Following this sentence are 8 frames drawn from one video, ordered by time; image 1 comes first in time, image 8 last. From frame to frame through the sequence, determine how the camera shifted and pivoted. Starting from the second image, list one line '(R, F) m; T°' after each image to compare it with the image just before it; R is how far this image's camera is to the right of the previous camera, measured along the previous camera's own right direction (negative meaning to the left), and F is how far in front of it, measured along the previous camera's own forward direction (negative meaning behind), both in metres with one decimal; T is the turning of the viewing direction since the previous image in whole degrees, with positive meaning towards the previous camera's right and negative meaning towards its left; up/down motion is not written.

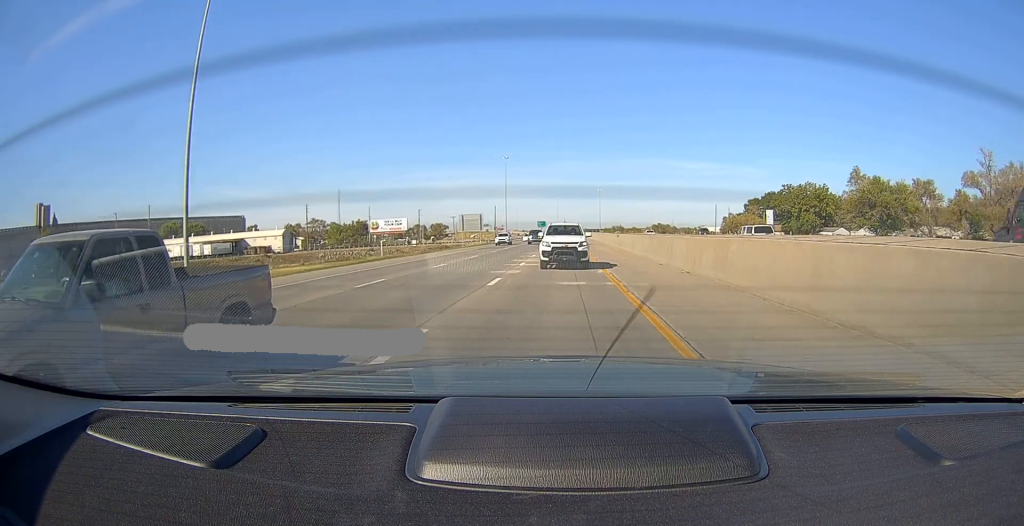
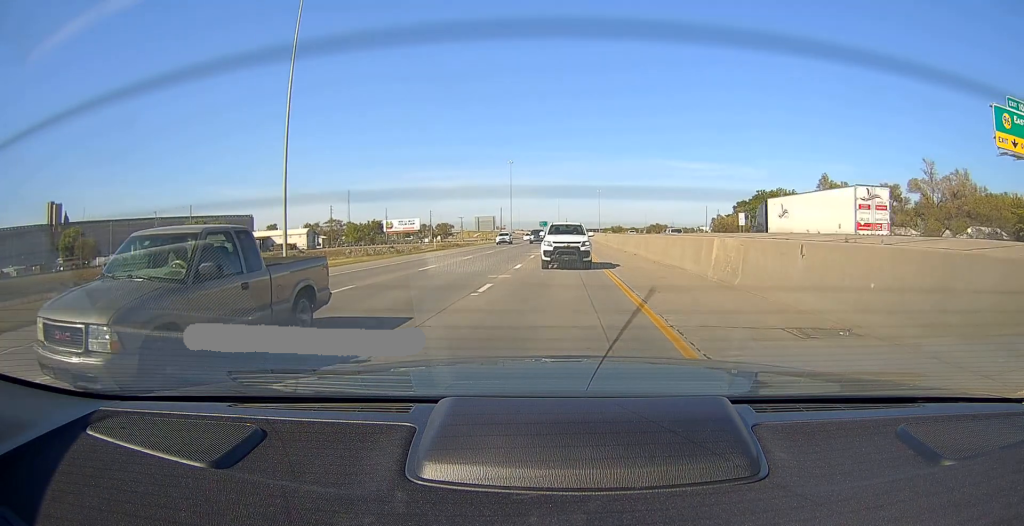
(0.0, +17.4) m; 0°
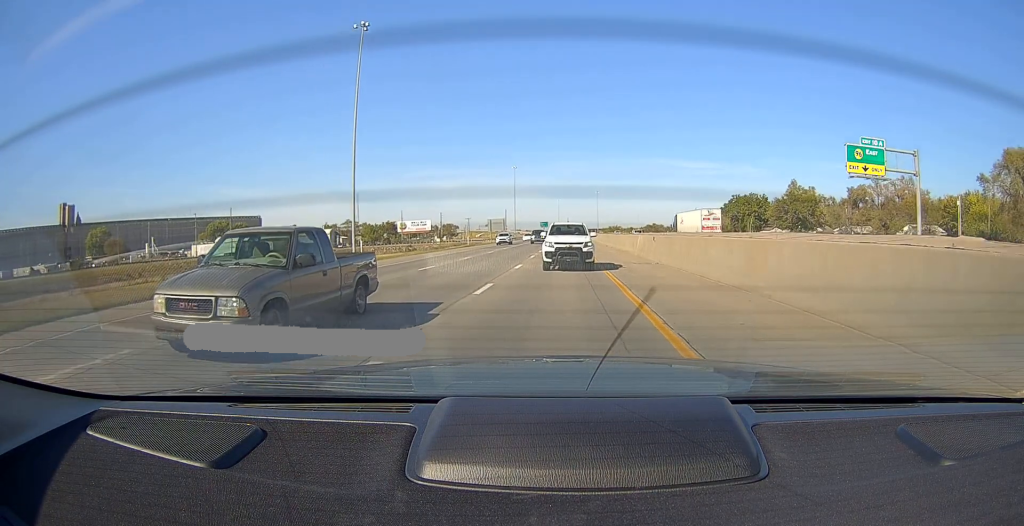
(0.0, +20.4) m; 0°
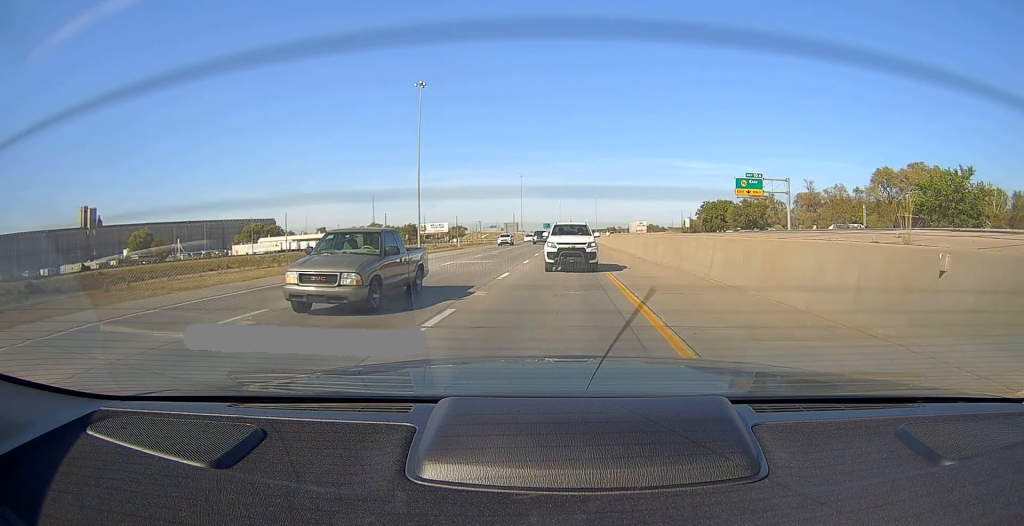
(0.0, +34.7) m; 0°
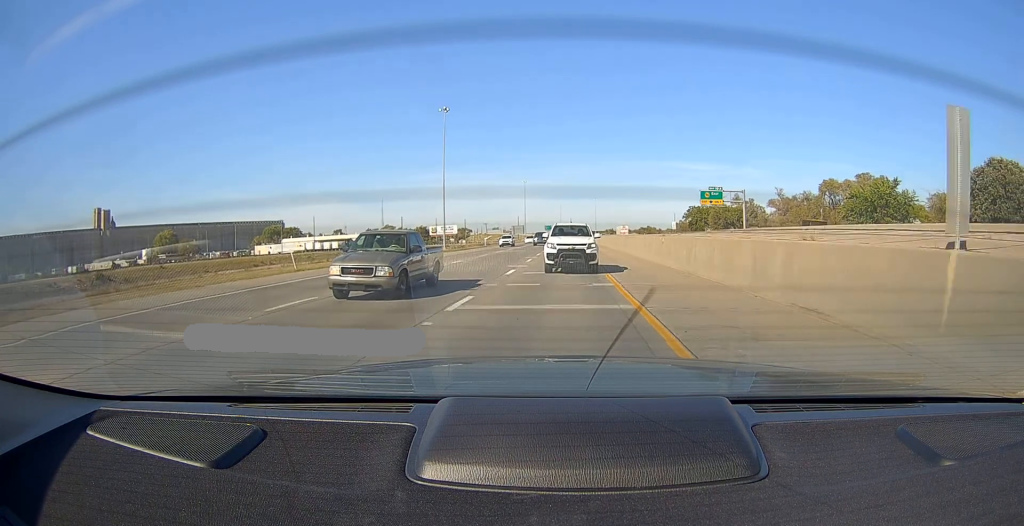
(0.0, +22.5) m; 0°
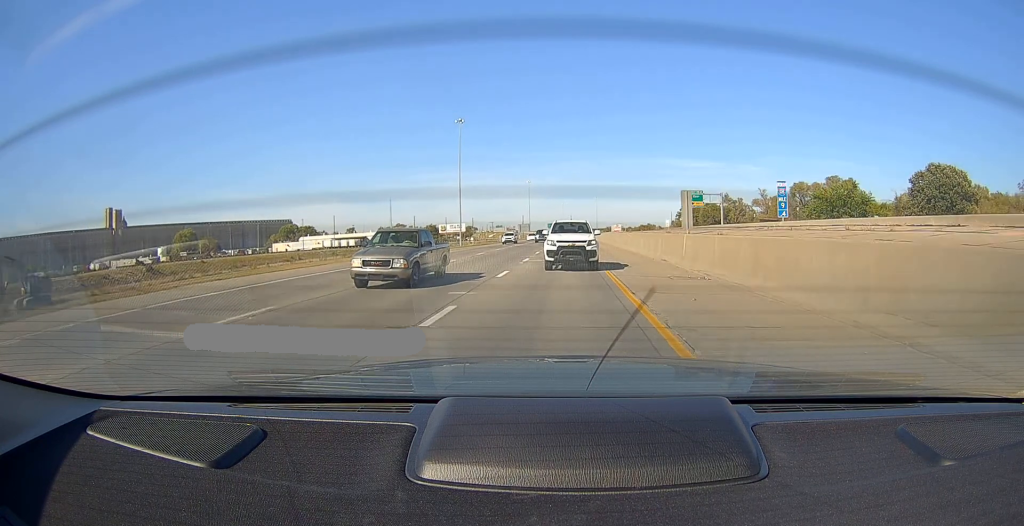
(+0.1, +17.3) m; 0°
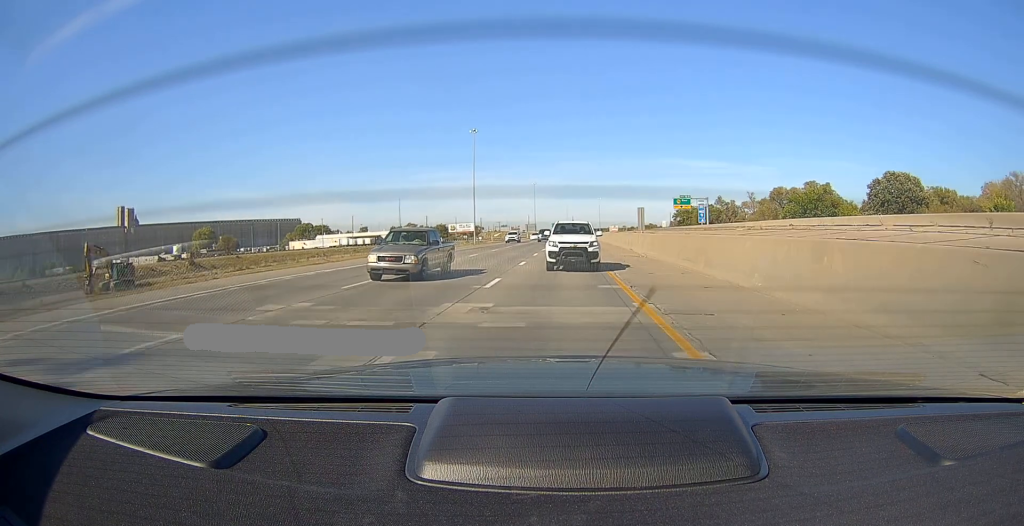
(0.0, +16.4) m; -1°
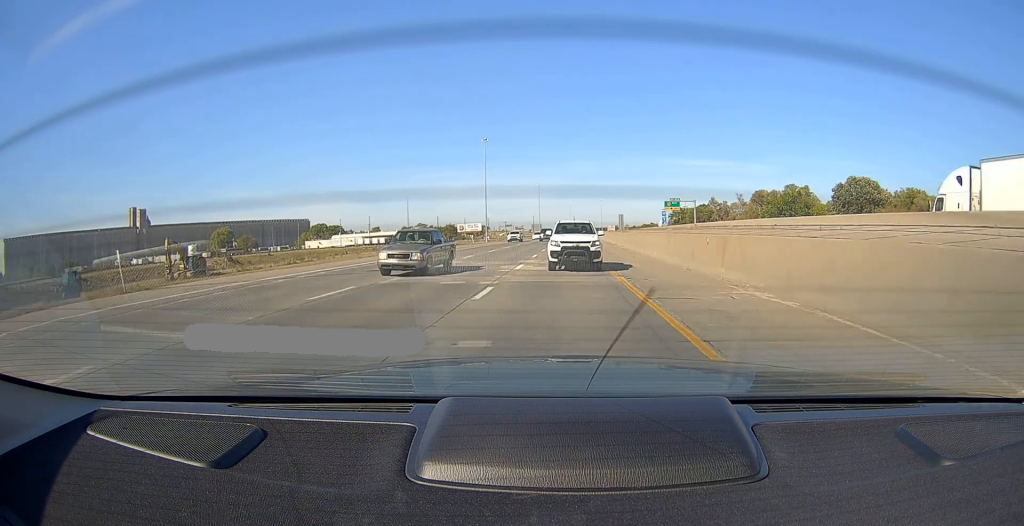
(+0.2, +17.4) m; -1°
